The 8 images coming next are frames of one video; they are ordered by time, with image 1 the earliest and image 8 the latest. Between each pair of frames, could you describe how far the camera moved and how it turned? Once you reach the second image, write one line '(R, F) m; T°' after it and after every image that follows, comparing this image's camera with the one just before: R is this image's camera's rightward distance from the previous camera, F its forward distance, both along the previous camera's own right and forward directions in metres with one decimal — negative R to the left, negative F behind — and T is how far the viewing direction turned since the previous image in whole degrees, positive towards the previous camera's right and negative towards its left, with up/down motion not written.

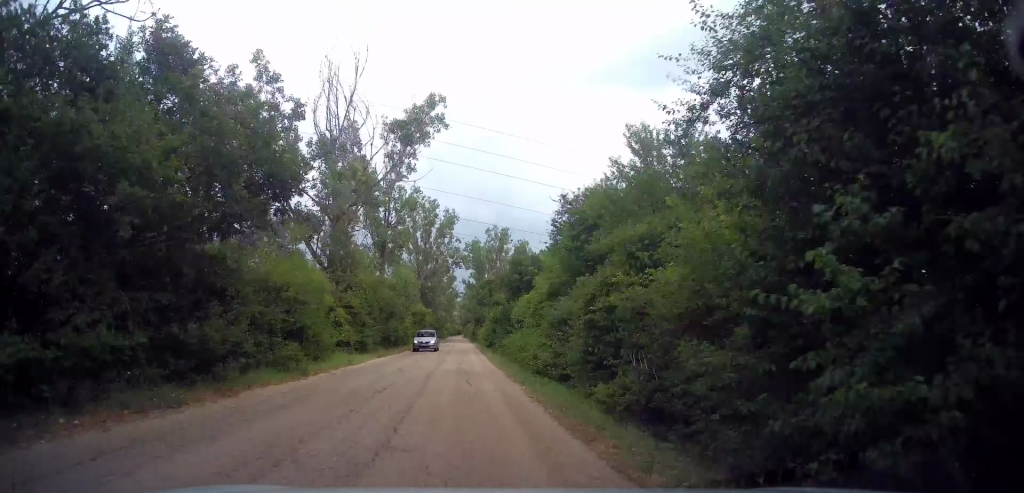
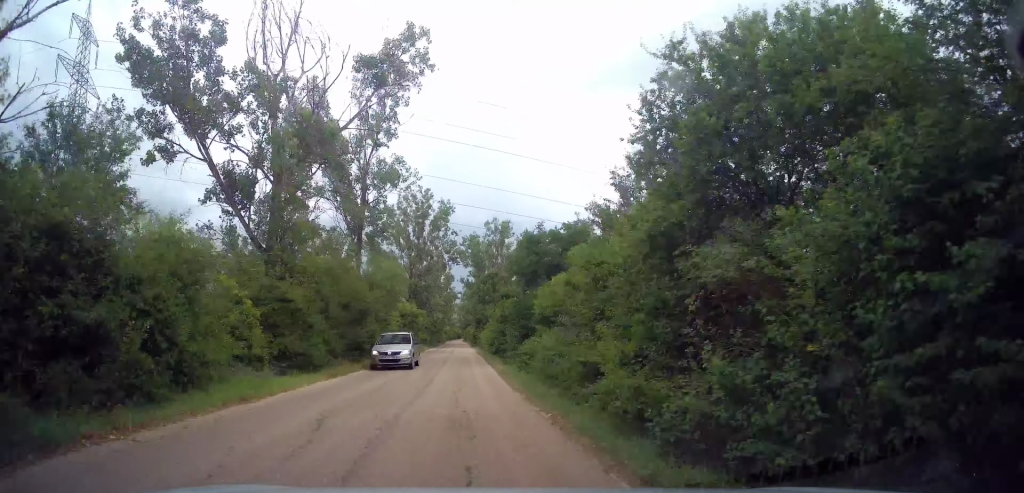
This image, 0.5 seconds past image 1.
(+0.1, +9.2) m; 0°
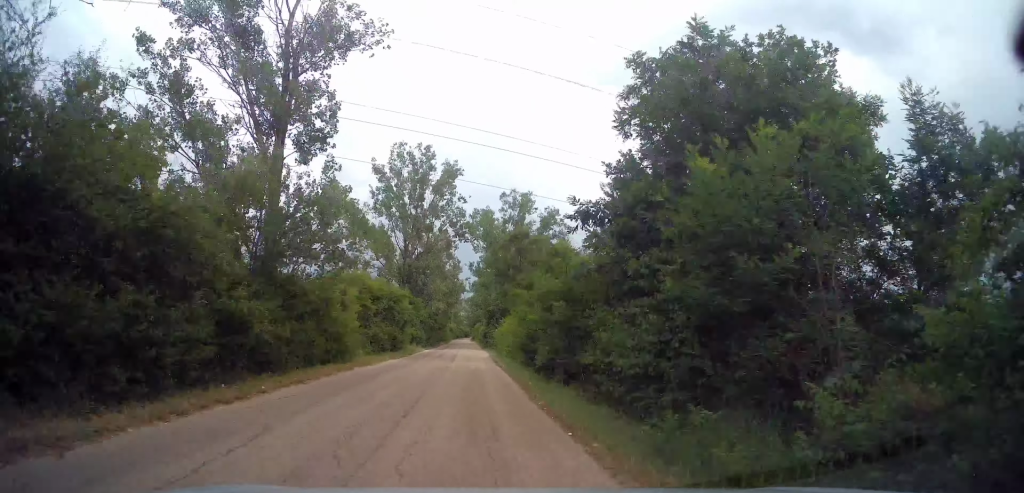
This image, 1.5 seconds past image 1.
(0.0, +17.9) m; 0°
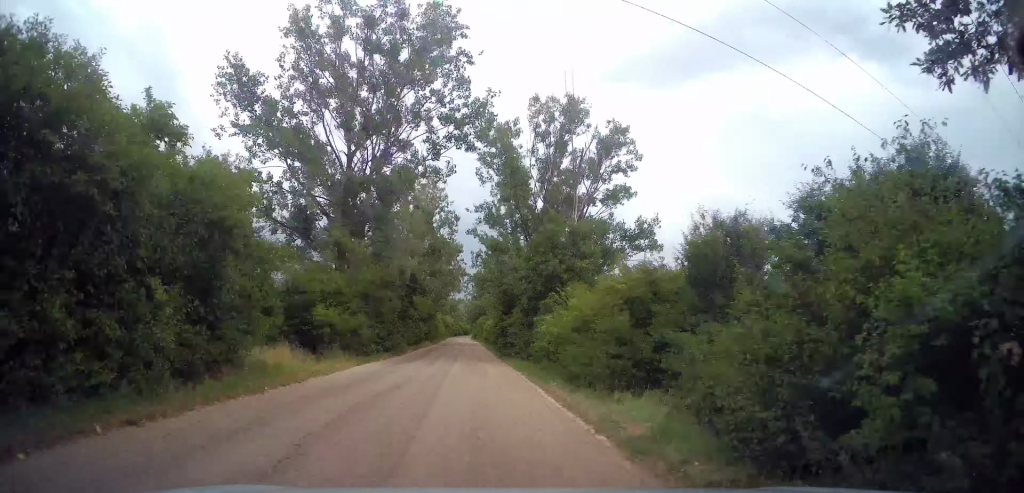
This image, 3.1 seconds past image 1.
(+0.1, +30.6) m; -1°
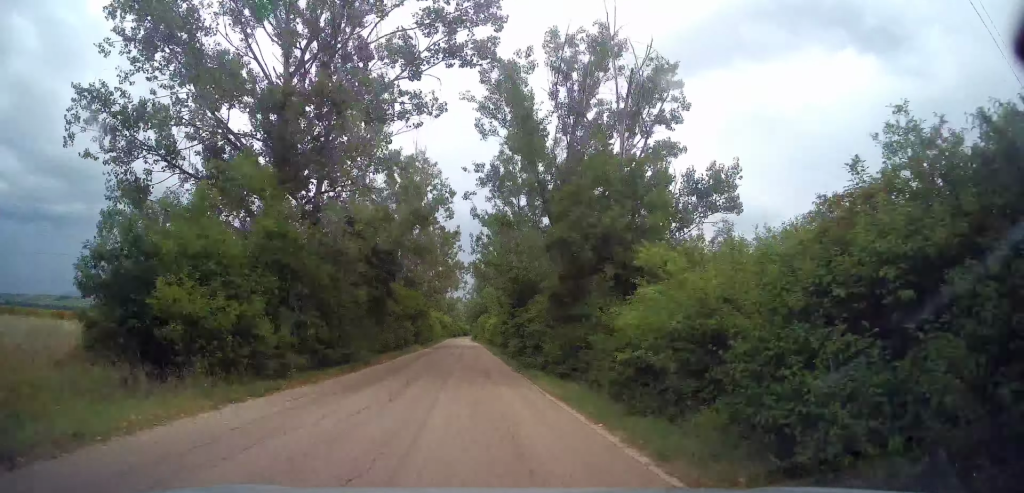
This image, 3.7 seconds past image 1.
(-0.3, +10.7) m; 0°
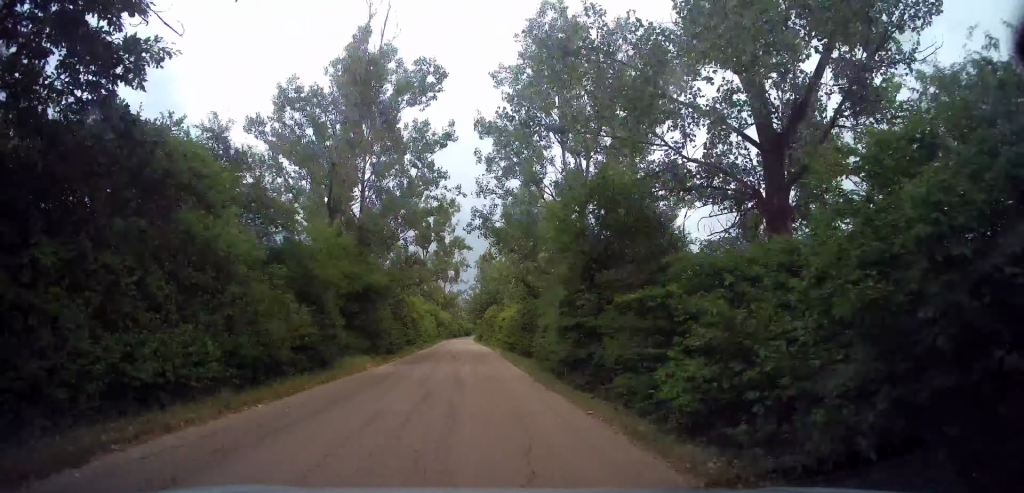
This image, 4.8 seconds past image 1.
(+0.2, +22.0) m; 0°
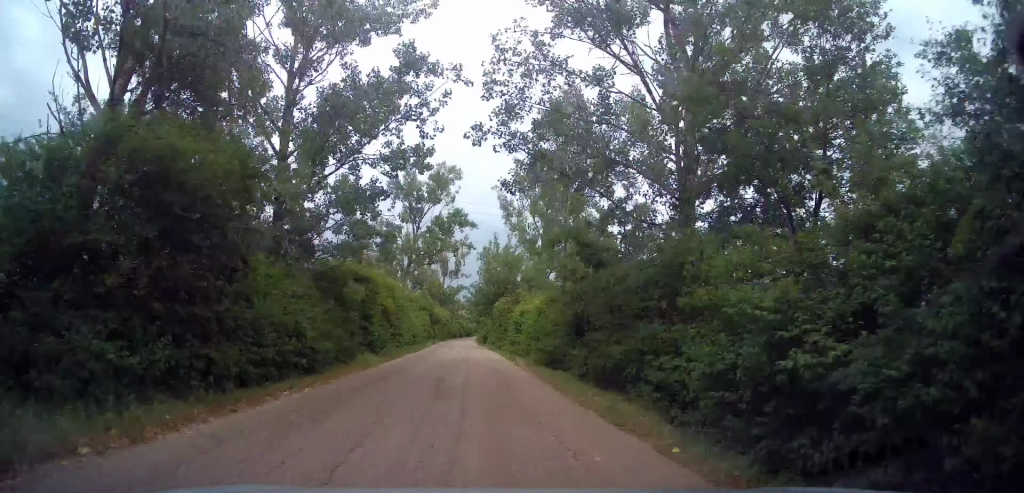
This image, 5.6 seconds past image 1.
(-0.3, +14.7) m; 0°
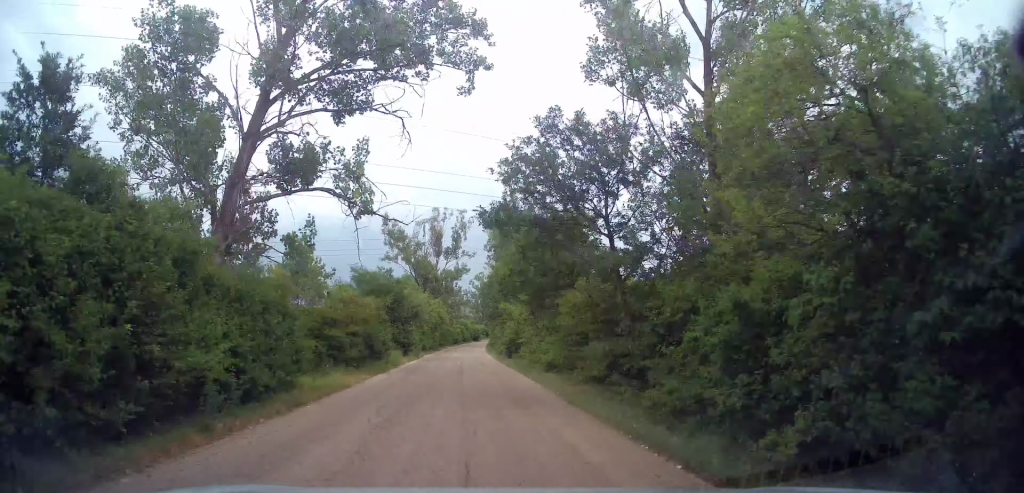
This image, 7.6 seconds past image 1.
(+0.4, +32.7) m; +1°
